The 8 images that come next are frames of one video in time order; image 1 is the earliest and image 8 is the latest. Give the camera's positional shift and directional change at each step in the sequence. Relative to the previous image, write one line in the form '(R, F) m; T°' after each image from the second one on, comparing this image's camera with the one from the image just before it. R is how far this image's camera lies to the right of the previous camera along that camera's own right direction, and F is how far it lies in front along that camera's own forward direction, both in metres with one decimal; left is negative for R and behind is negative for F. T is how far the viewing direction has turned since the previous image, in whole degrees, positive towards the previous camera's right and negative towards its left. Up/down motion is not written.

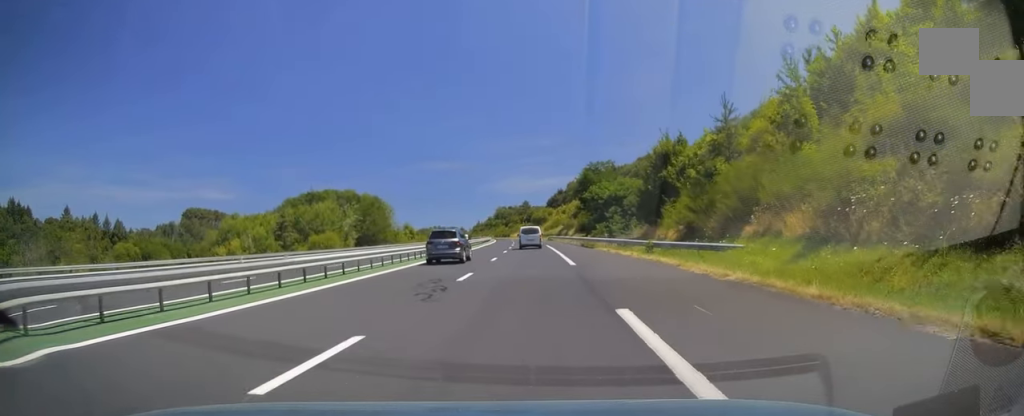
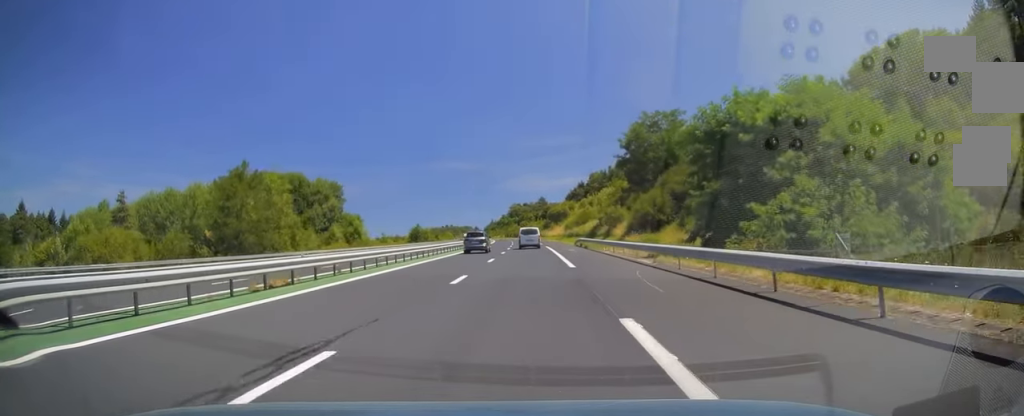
(-0.2, +52.7) m; -1°
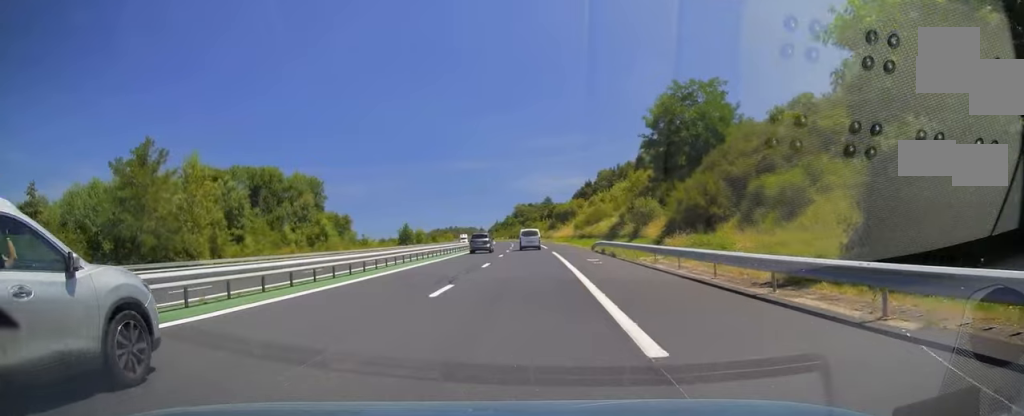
(-0.1, +16.1) m; -1°
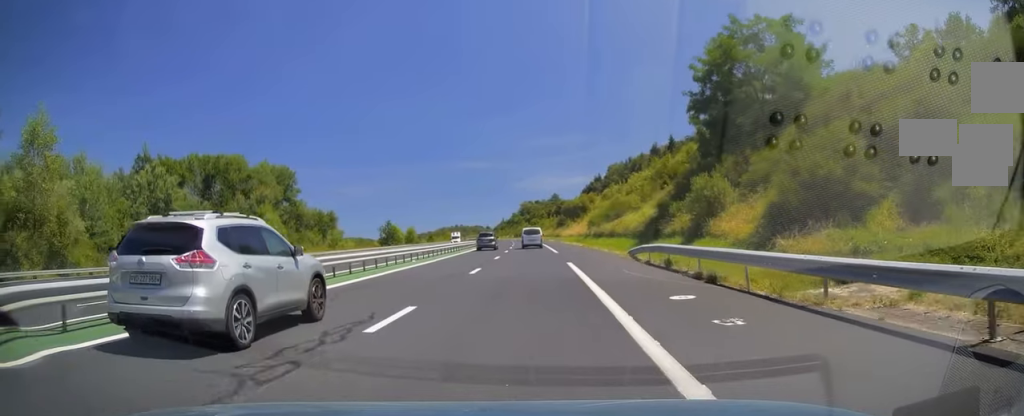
(-0.2, +18.1) m; -1°
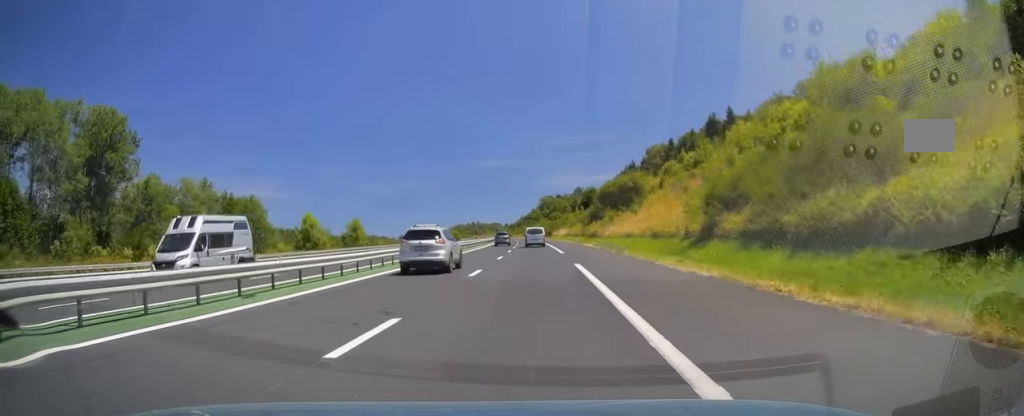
(-0.8, +53.8) m; -1°
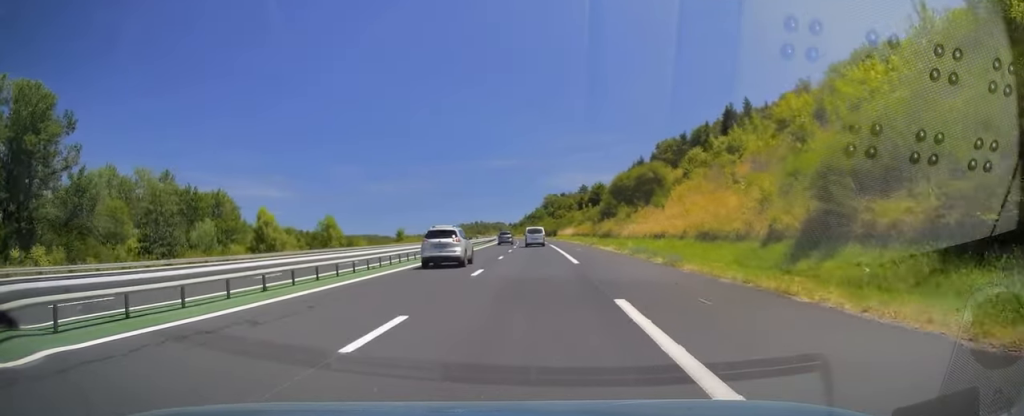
(+0.2, +12.7) m; 0°
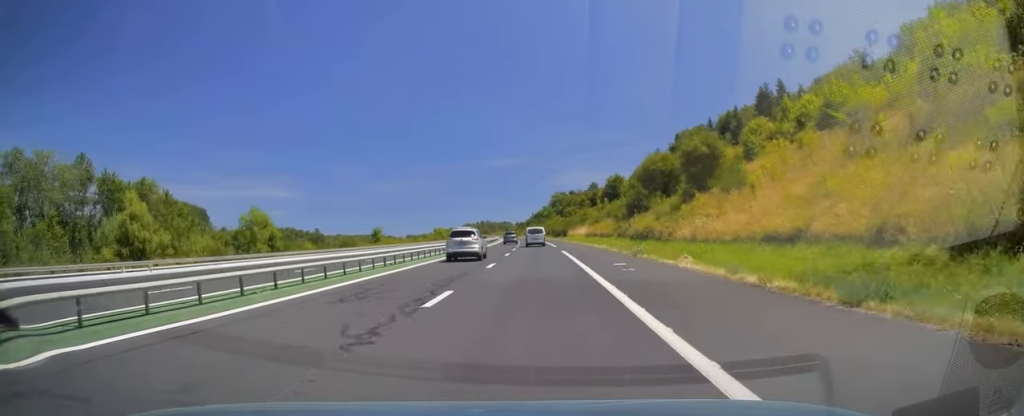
(-0.5, +21.5) m; -1°
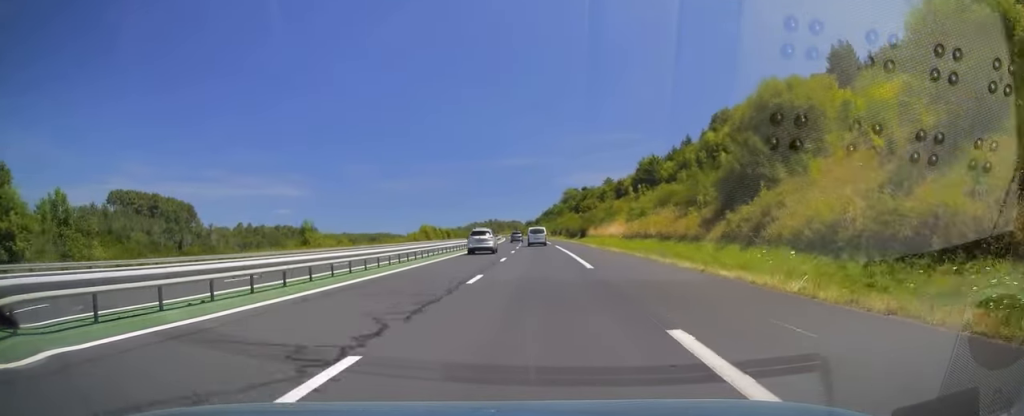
(0.0, +33.8) m; -1°
